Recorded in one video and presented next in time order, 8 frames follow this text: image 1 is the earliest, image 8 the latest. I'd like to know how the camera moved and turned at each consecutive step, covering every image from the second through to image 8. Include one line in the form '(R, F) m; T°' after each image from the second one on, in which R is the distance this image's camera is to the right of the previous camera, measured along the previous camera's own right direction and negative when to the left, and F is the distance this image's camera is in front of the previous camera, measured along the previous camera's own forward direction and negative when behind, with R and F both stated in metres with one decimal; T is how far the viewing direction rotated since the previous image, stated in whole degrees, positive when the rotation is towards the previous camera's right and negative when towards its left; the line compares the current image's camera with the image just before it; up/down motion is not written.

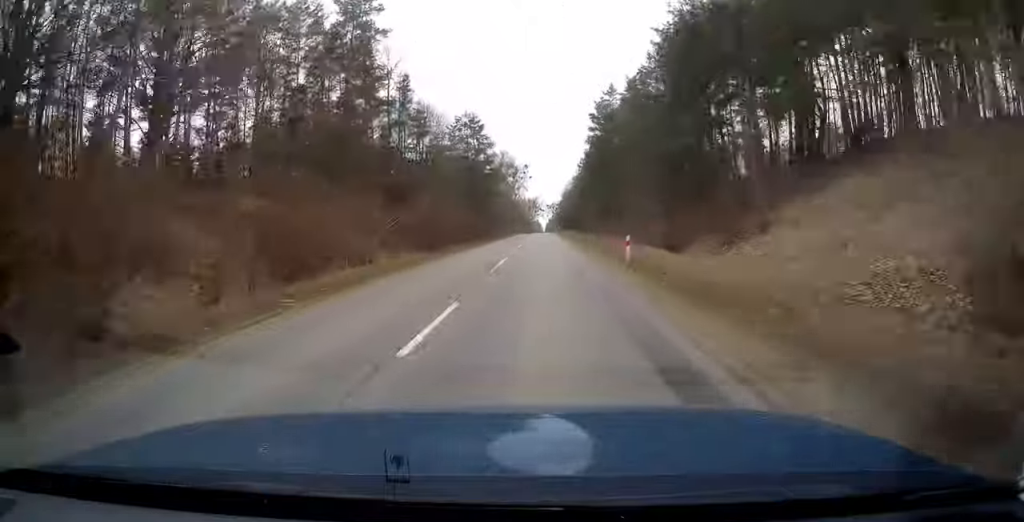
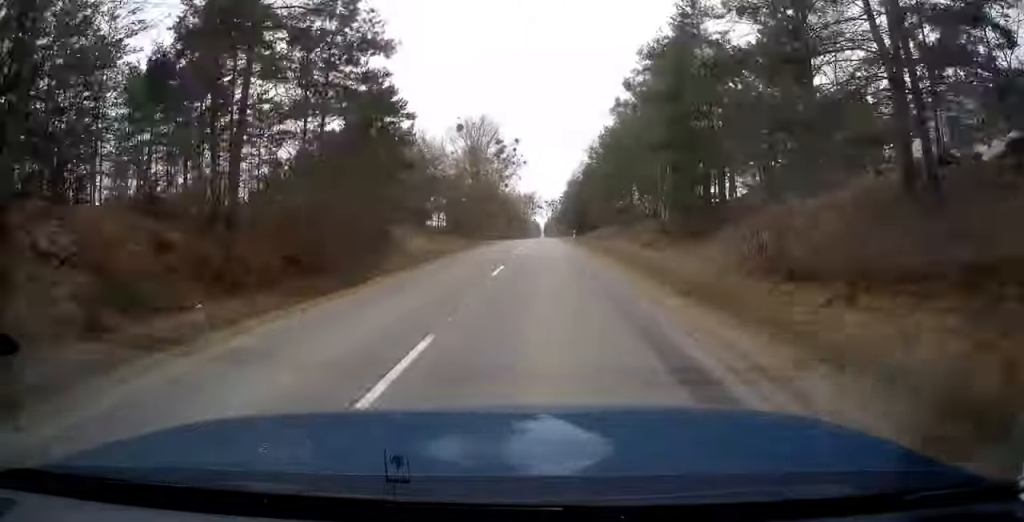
(+0.2, +55.4) m; 0°
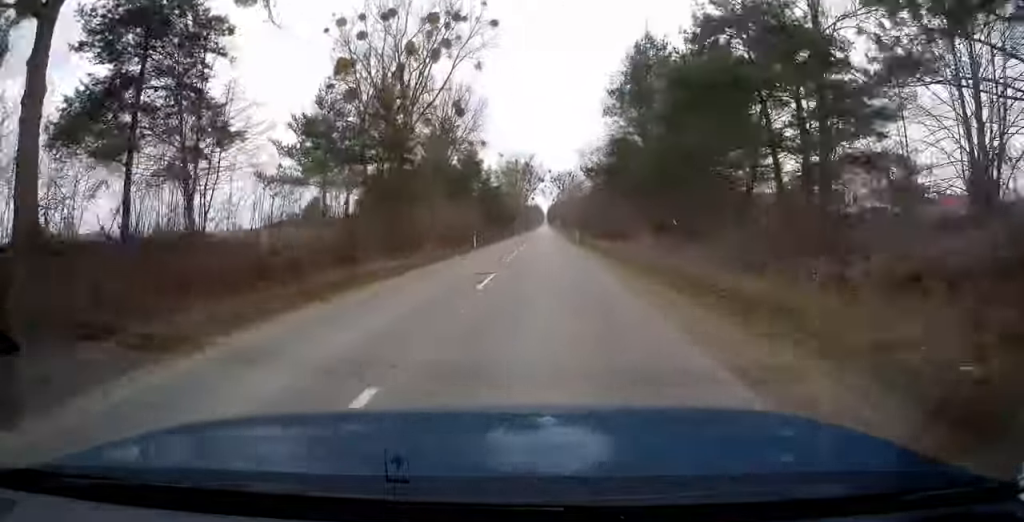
(-0.2, +113.4) m; 0°
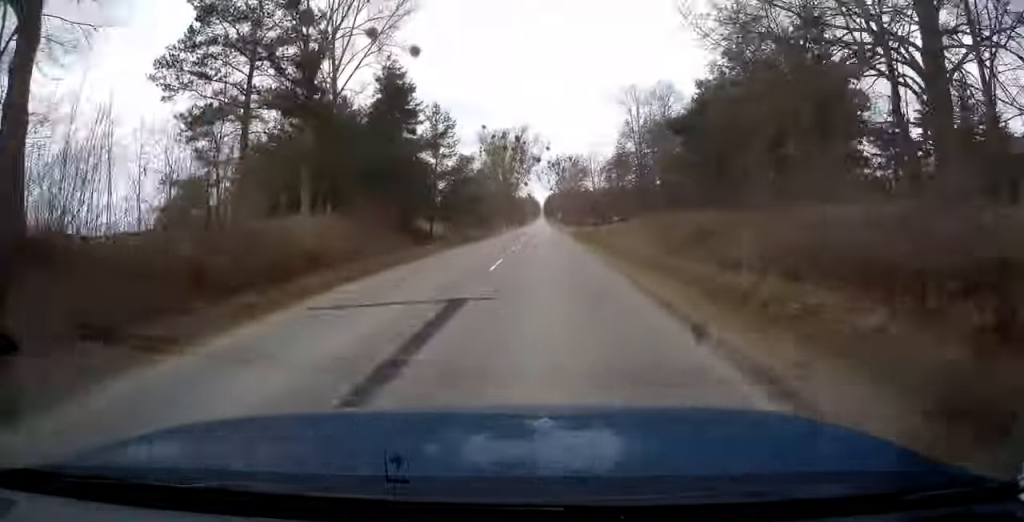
(0.0, +46.6) m; 0°
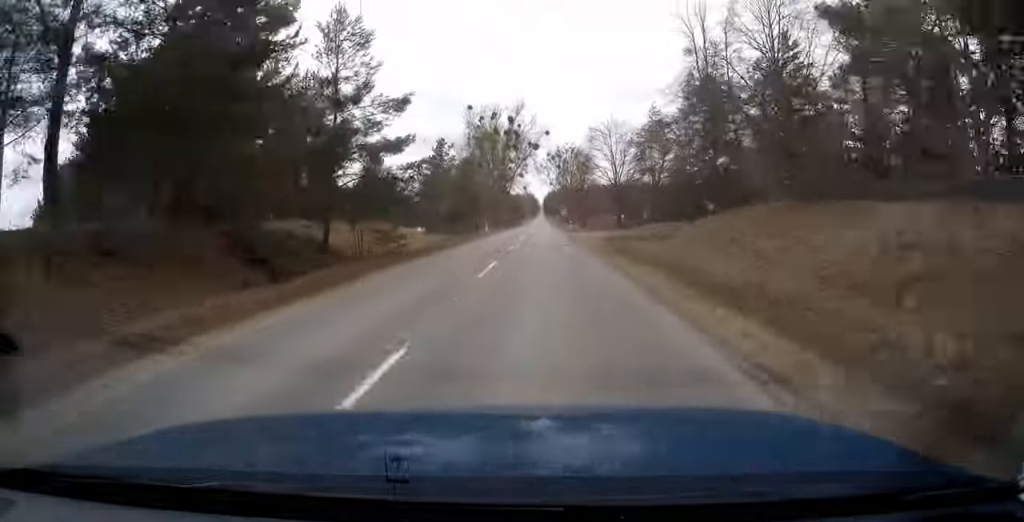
(+0.1, +24.3) m; 0°
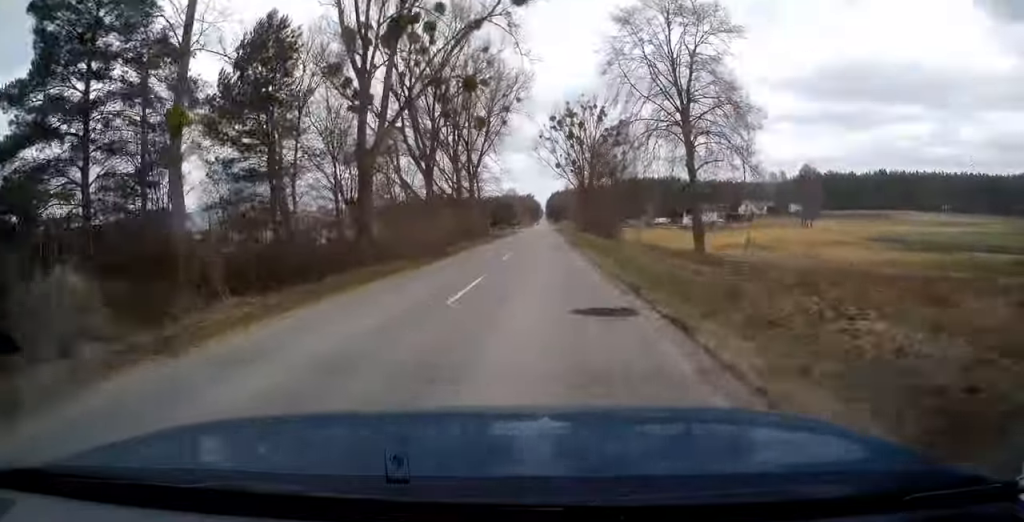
(0.0, +95.8) m; 0°
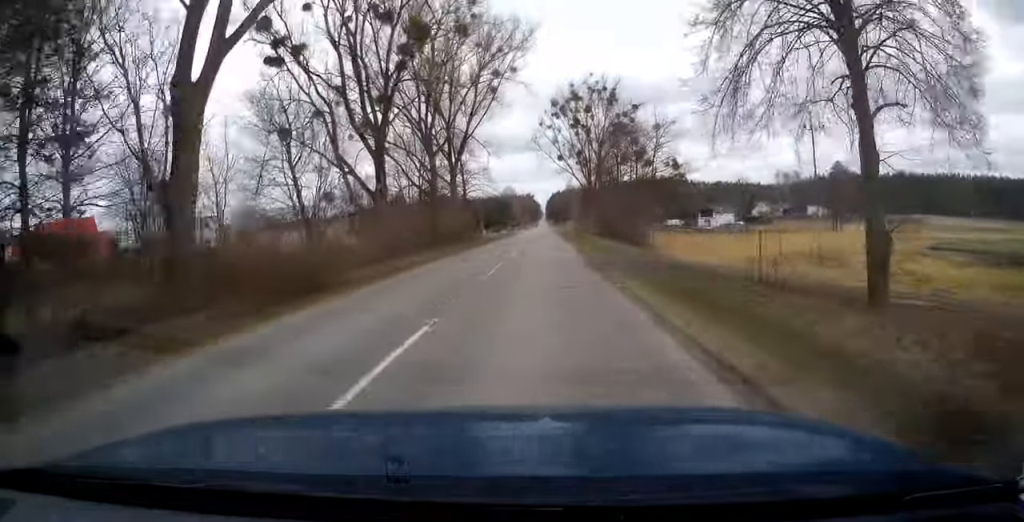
(0.0, +20.3) m; 0°
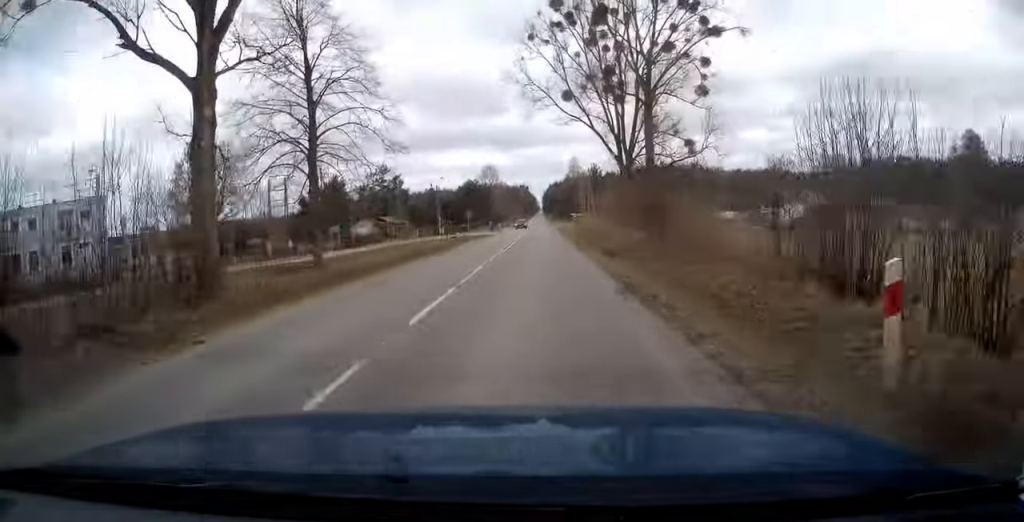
(+0.1, +57.9) m; 0°
